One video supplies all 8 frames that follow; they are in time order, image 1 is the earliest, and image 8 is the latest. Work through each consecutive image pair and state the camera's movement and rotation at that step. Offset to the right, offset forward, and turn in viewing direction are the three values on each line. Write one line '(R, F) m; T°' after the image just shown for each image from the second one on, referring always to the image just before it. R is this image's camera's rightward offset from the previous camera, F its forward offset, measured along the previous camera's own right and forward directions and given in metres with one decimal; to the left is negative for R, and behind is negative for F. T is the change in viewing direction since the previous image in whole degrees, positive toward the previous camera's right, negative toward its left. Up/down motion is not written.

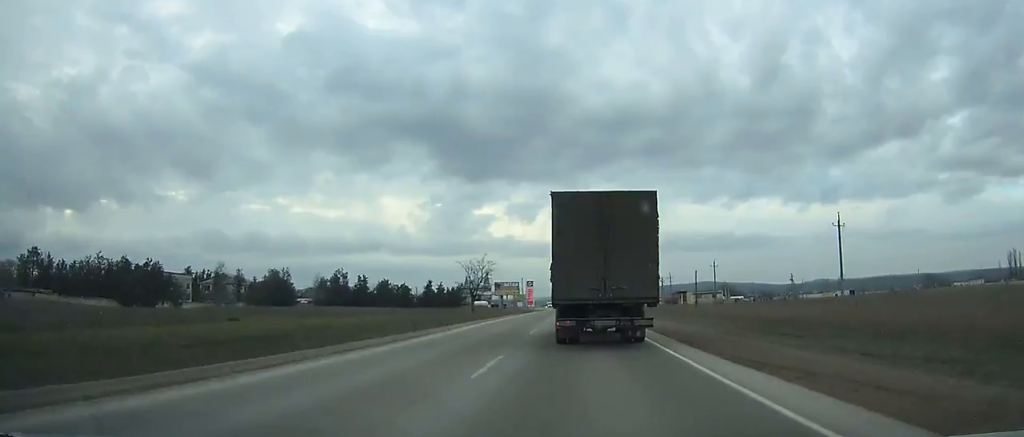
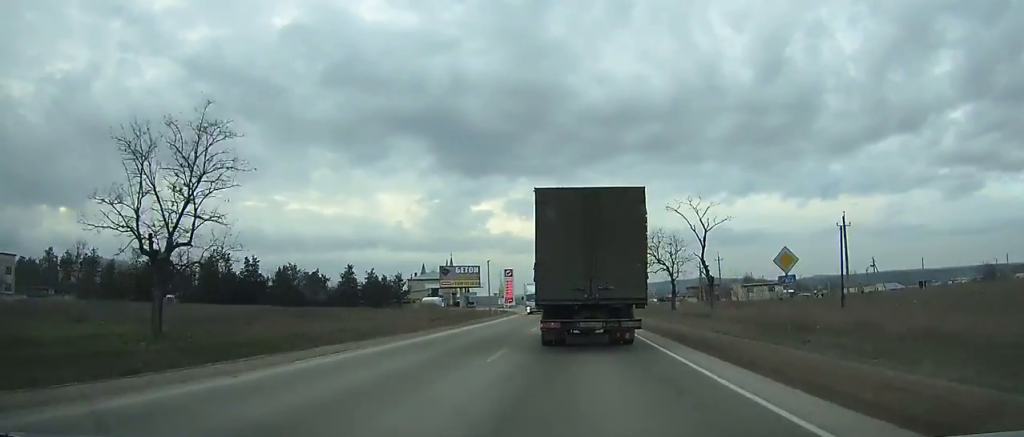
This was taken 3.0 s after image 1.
(+0.3, +55.6) m; 0°
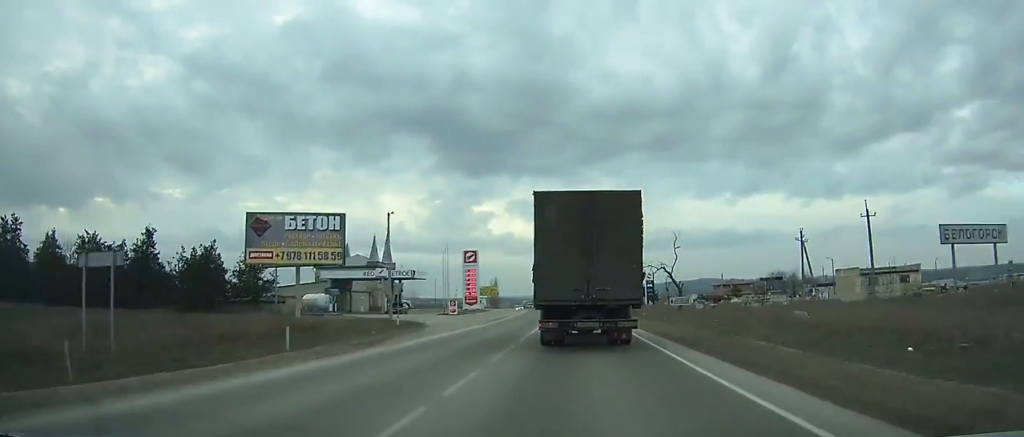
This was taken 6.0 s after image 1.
(-0.3, +53.8) m; -1°
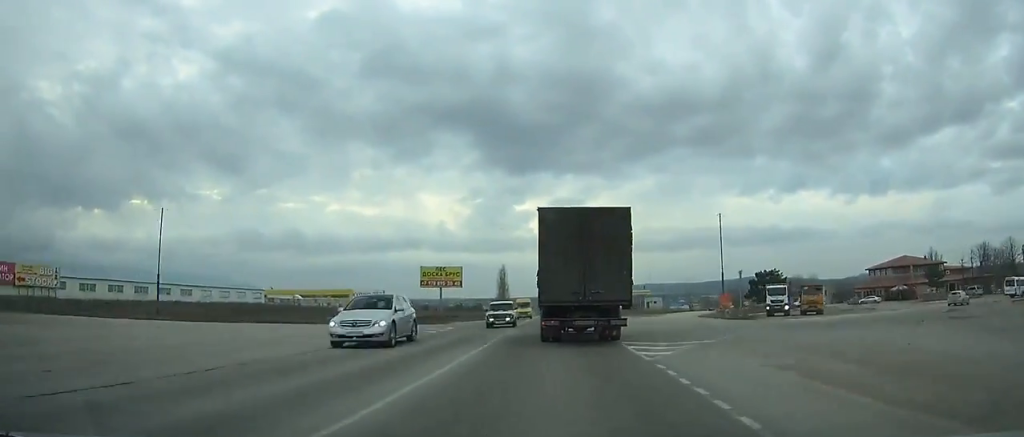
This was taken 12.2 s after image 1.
(-2.8, +104.9) m; -4°
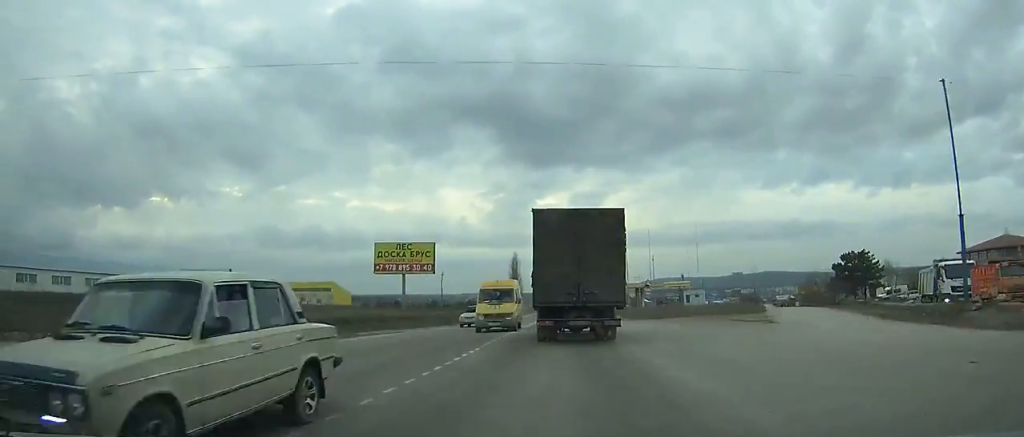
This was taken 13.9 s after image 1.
(-0.2, +27.2) m; -1°
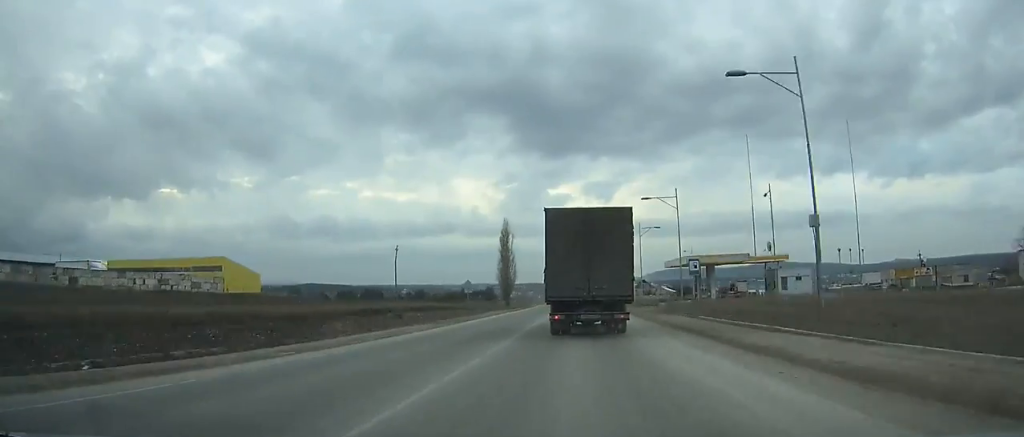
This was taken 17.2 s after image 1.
(-0.8, +50.4) m; -1°
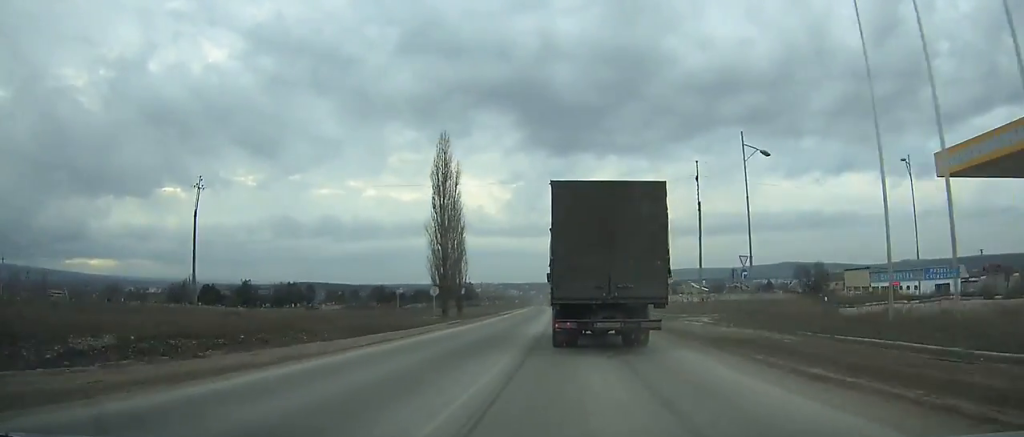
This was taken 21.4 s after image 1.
(+0.1, +59.2) m; 0°
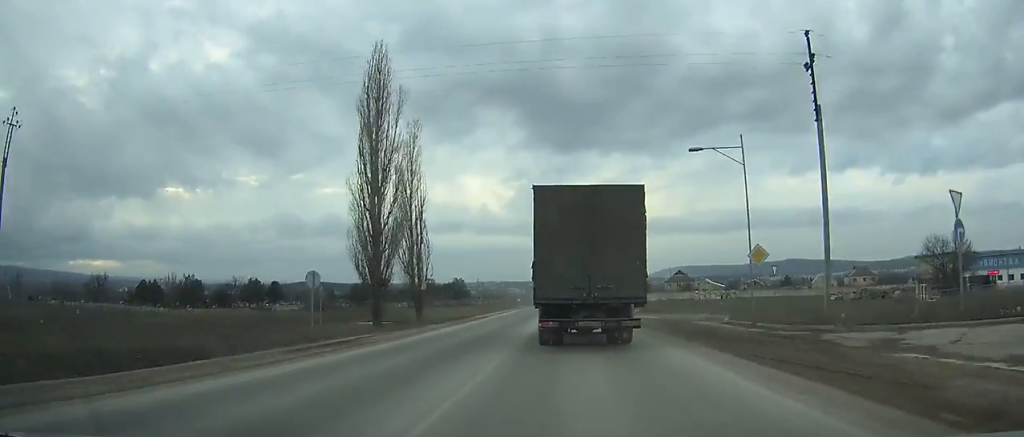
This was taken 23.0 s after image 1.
(0.0, +21.2) m; -1°
